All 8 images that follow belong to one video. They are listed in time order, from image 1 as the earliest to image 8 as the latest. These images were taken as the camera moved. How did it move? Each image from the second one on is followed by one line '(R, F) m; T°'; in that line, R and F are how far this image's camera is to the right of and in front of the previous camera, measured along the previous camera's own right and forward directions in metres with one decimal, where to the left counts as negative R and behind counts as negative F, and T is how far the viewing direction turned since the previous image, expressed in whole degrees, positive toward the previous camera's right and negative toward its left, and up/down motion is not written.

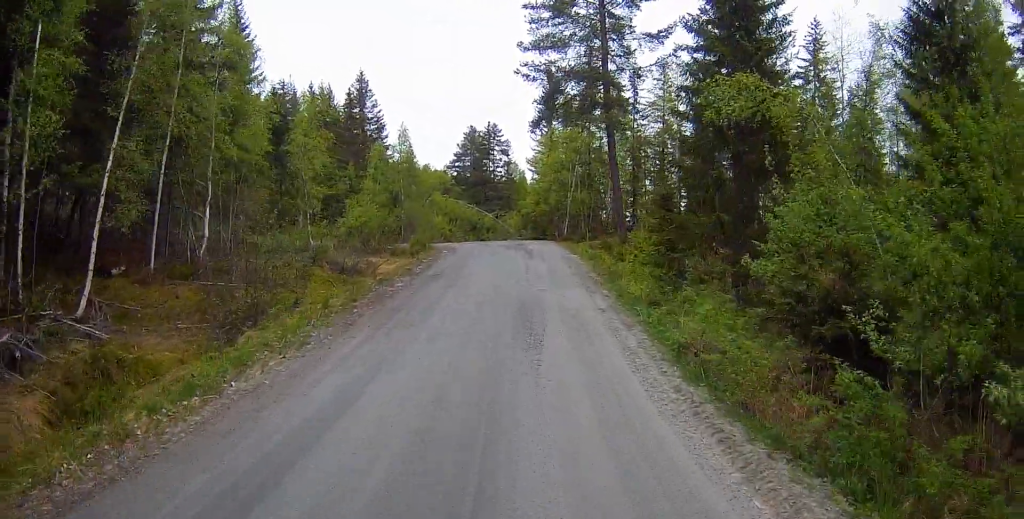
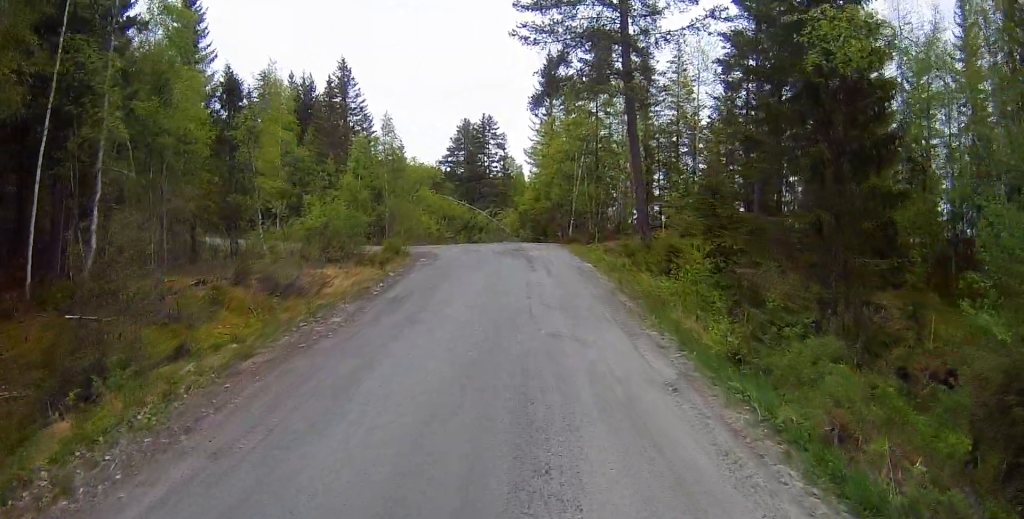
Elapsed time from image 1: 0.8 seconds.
(+0.1, +5.9) m; +1°
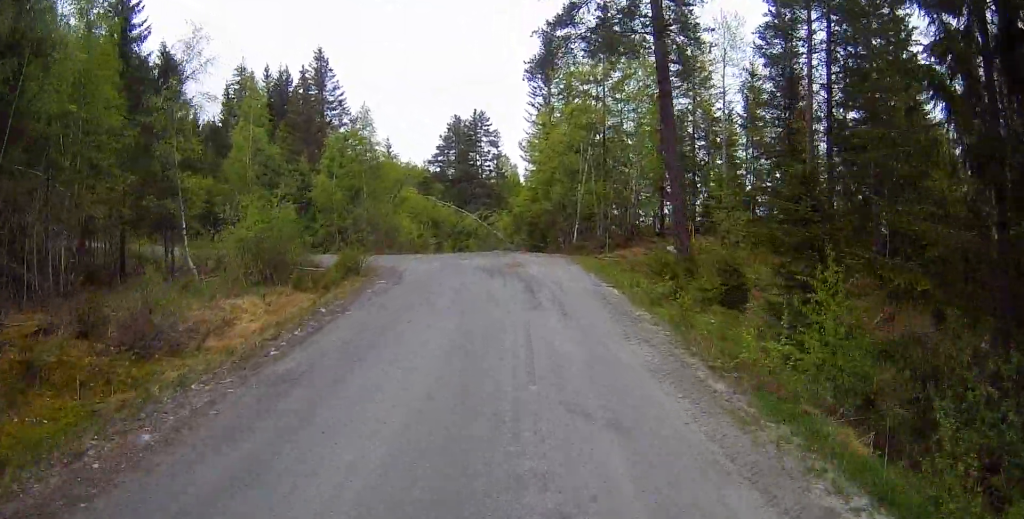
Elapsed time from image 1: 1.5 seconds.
(+0.2, +6.0) m; +1°
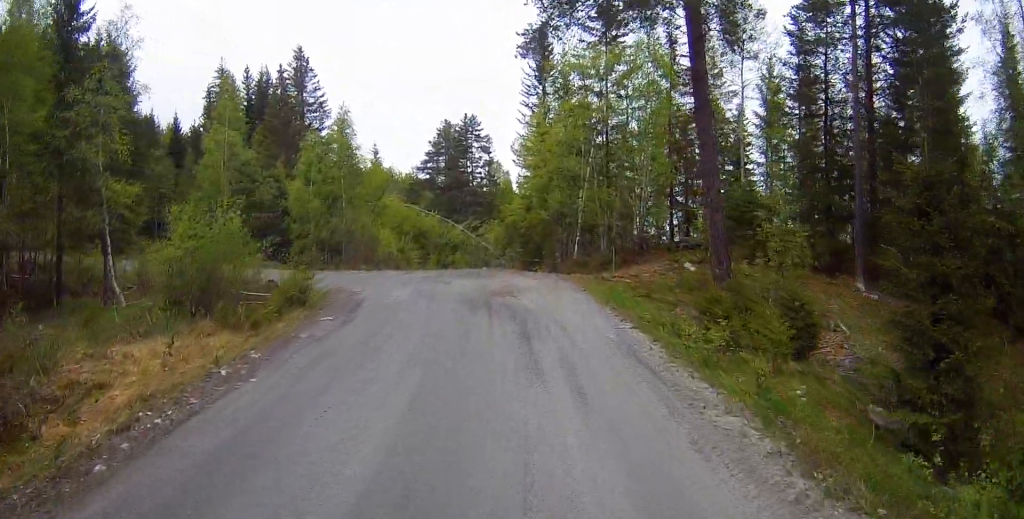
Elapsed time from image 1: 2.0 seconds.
(-0.2, +4.0) m; +1°
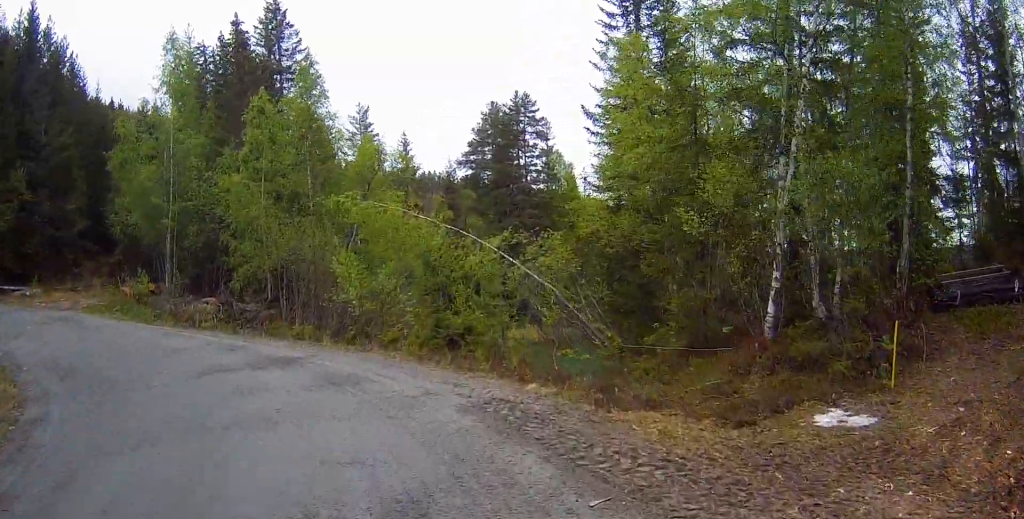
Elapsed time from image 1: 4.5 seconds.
(-0.3, +17.0) m; -11°
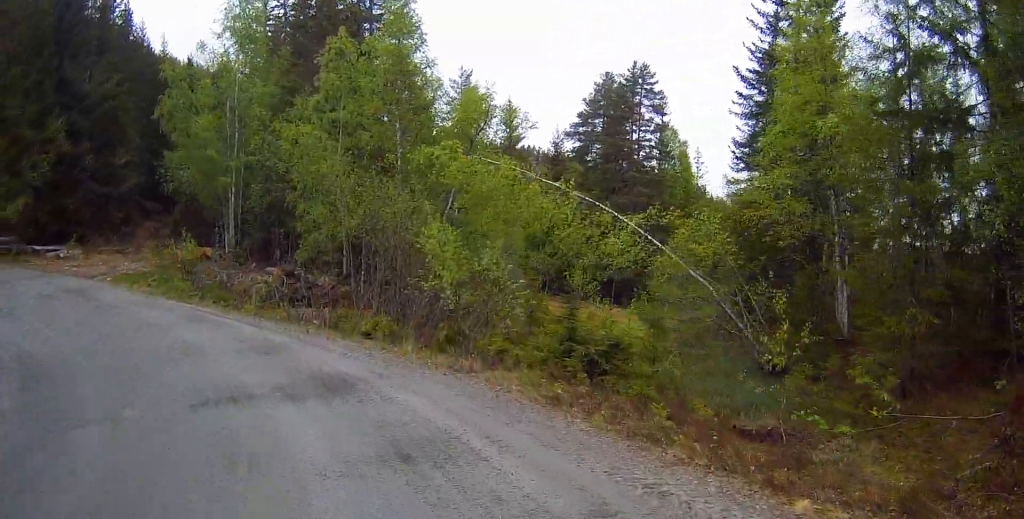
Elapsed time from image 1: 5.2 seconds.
(-0.2, +4.6) m; -11°
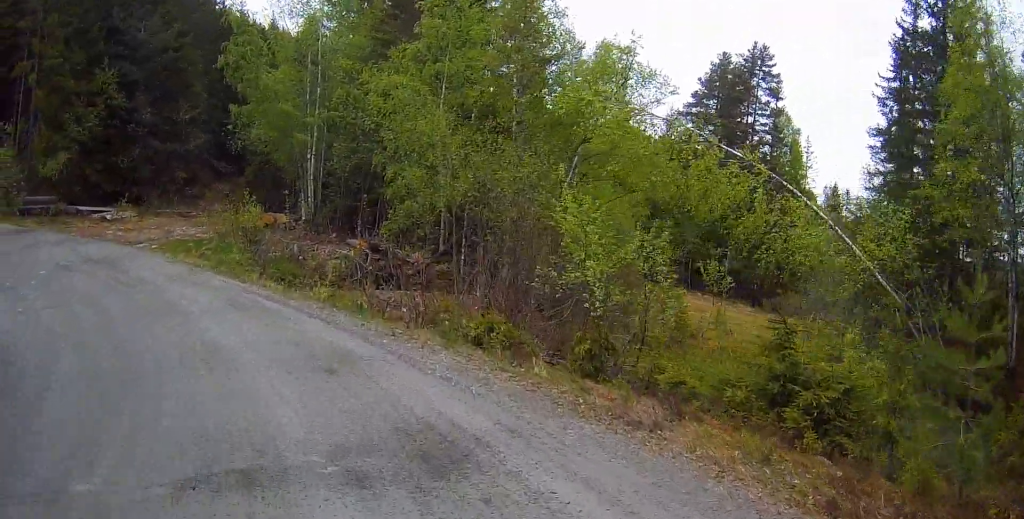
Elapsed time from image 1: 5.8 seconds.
(-0.5, +3.6) m; -12°
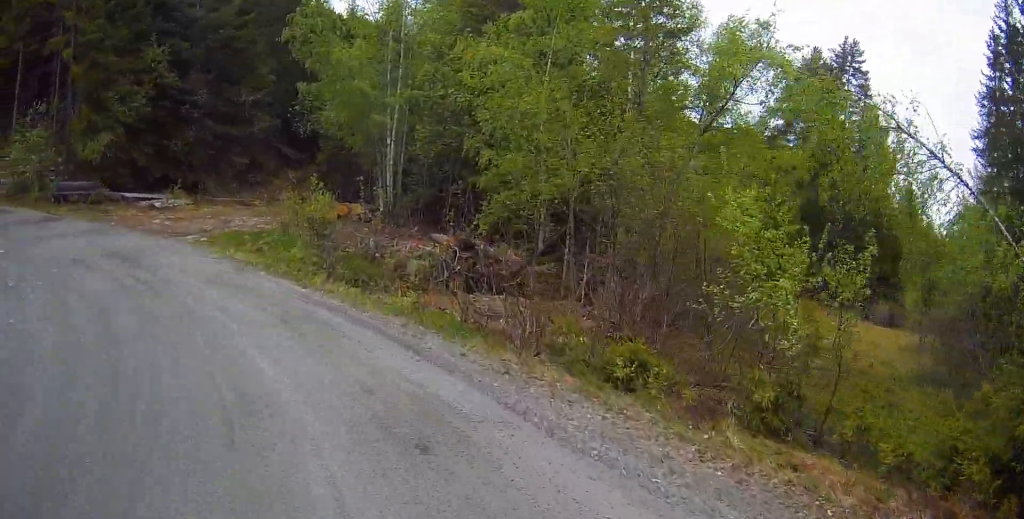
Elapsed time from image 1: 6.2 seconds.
(-0.1, +2.7) m; -9°
